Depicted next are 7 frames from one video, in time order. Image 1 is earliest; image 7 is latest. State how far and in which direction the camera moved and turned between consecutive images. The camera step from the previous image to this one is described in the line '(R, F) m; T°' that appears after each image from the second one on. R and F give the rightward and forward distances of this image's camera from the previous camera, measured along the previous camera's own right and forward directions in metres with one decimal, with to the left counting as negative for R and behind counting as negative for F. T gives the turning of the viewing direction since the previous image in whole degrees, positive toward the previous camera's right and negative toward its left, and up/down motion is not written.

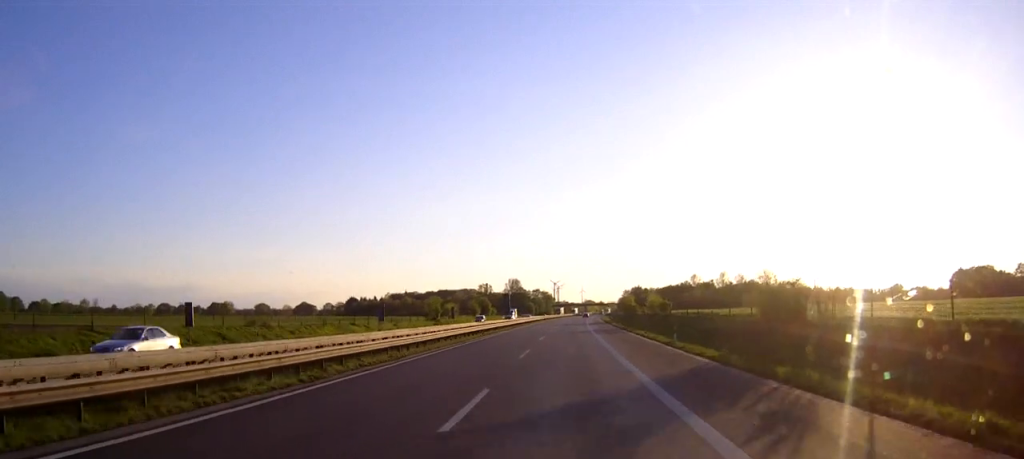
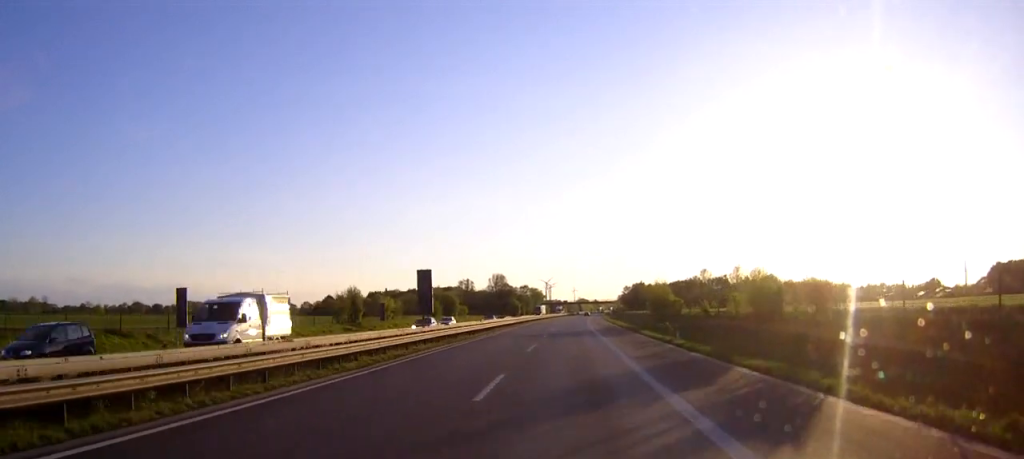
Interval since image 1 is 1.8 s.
(+0.3, +49.9) m; +1°
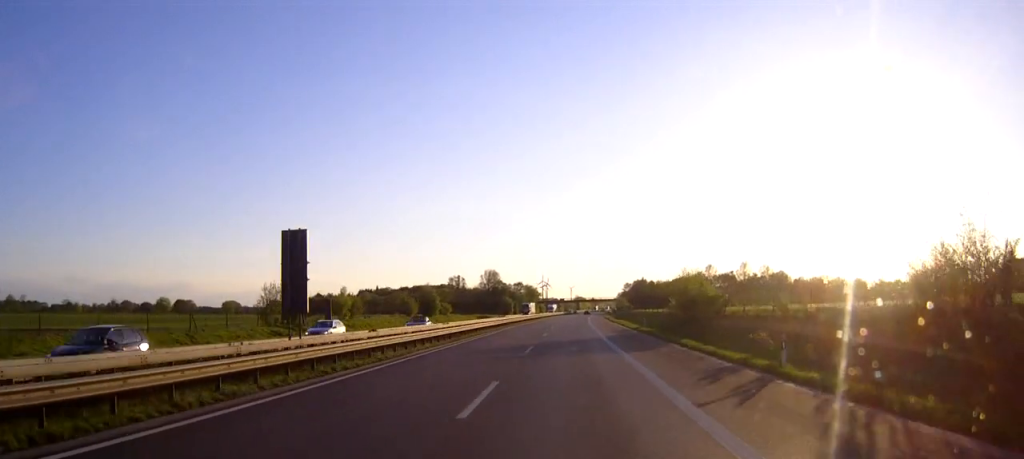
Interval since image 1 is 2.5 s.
(0.0, +20.2) m; 0°
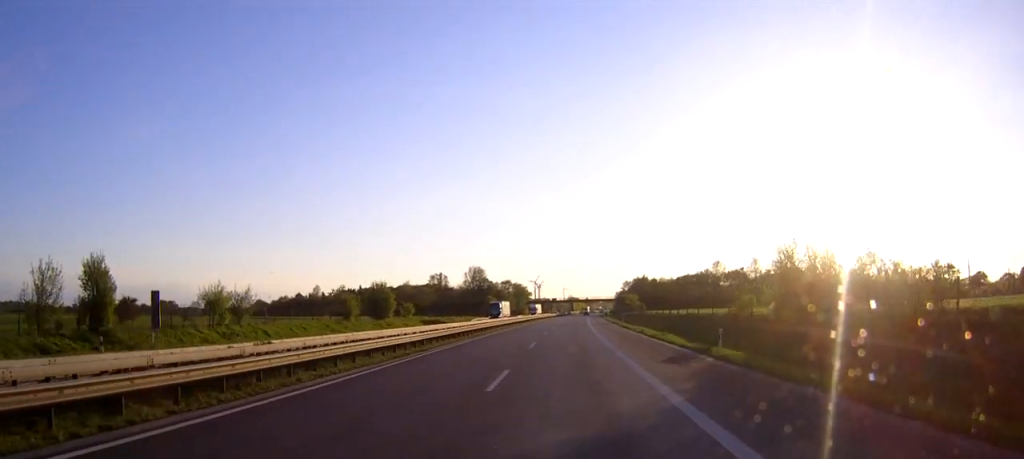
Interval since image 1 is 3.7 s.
(+0.2, +30.8) m; 0°
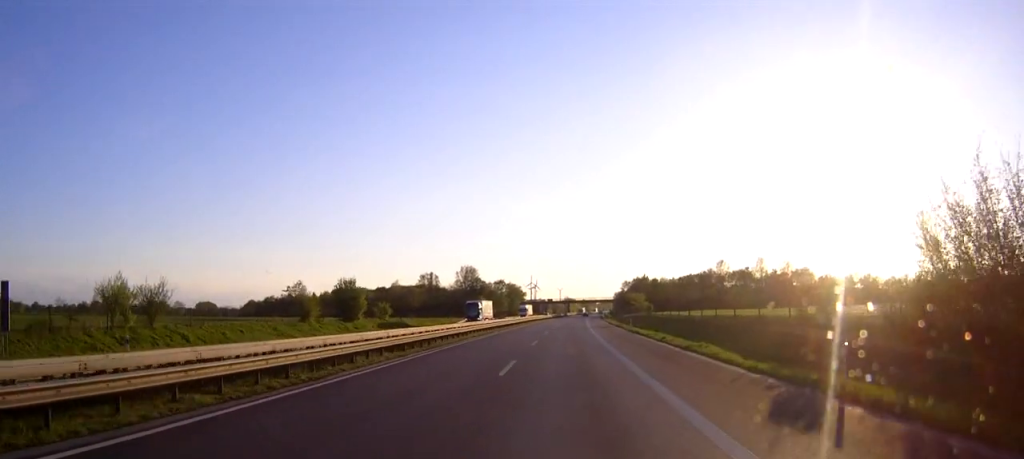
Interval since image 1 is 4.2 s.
(0.0, +13.4) m; 0°
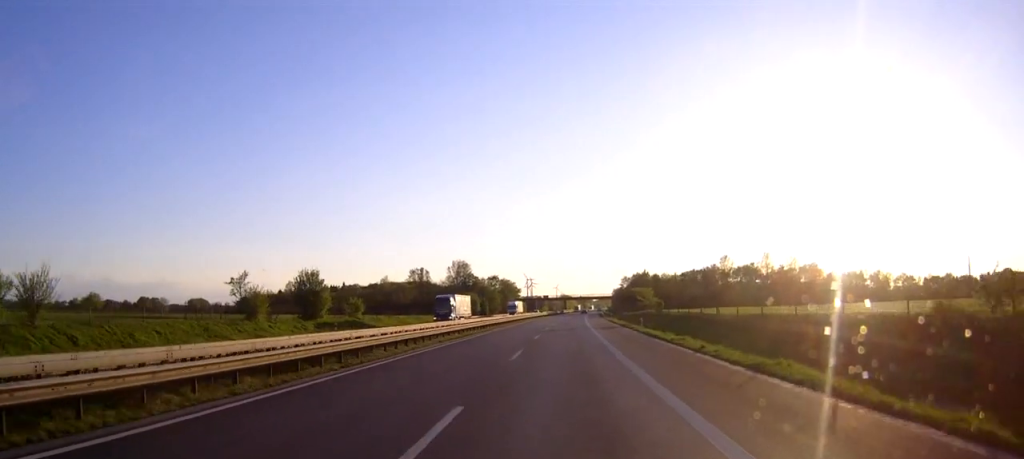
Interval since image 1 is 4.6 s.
(0.0, +12.4) m; 0°
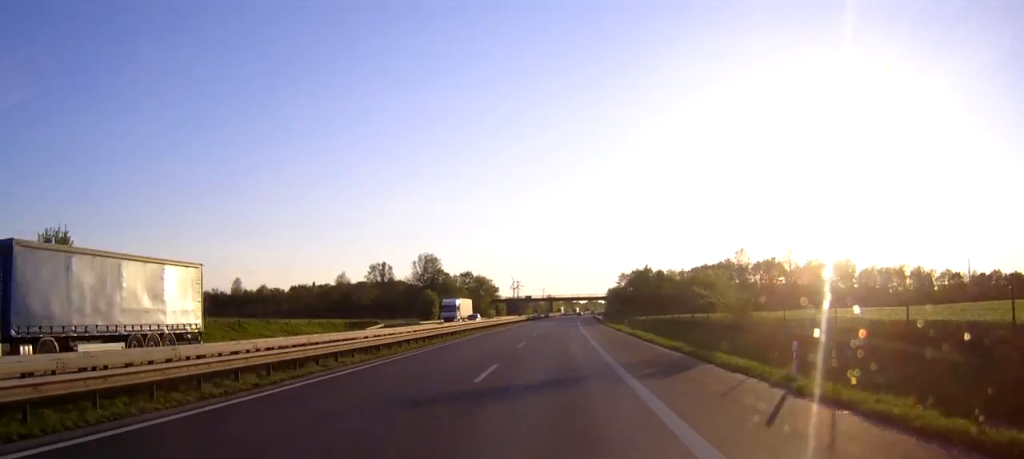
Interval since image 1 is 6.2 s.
(+0.3, +39.0) m; +1°
